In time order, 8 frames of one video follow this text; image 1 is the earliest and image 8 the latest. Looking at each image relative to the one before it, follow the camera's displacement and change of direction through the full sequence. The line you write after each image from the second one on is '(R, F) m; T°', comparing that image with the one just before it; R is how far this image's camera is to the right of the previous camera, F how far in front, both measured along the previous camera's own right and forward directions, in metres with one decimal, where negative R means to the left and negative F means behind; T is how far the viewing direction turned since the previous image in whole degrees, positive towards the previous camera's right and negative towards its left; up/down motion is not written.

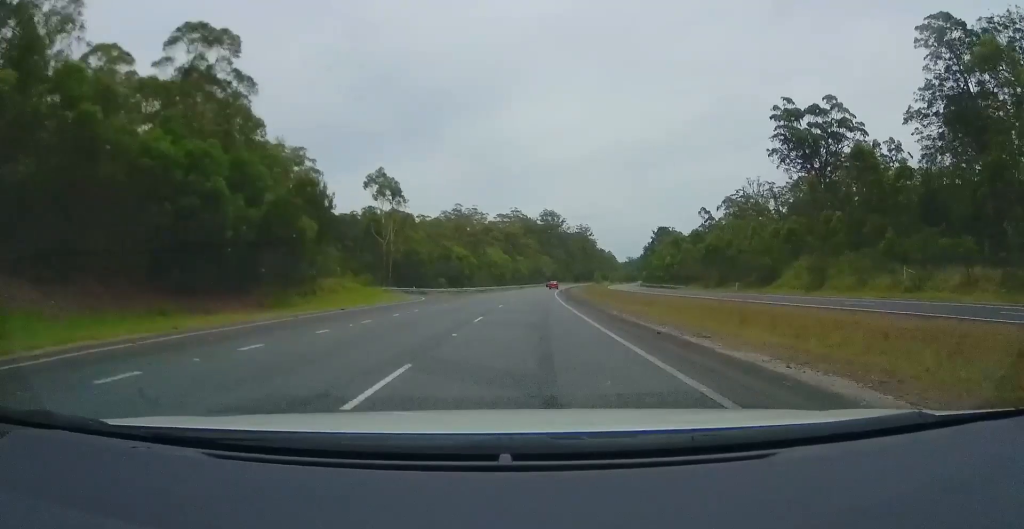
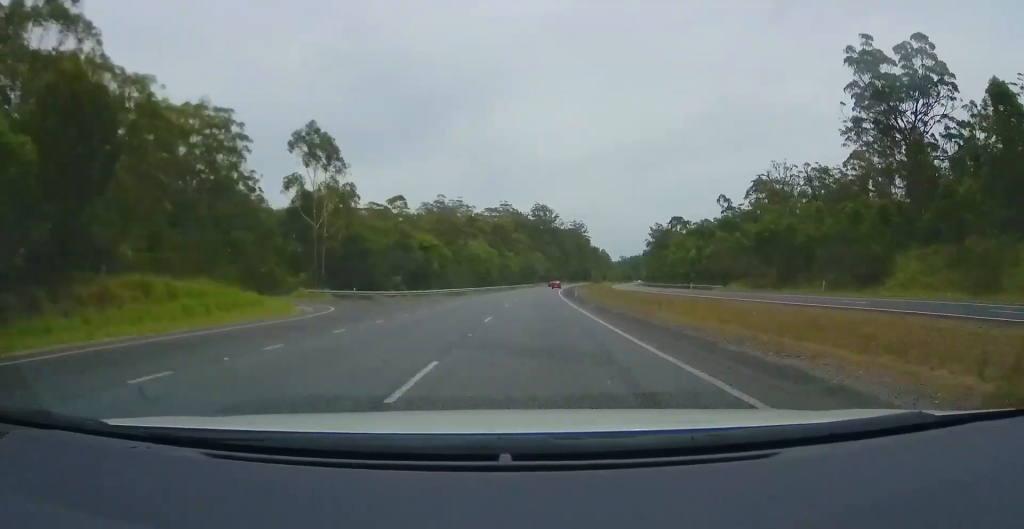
(+0.2, +22.9) m; +1°
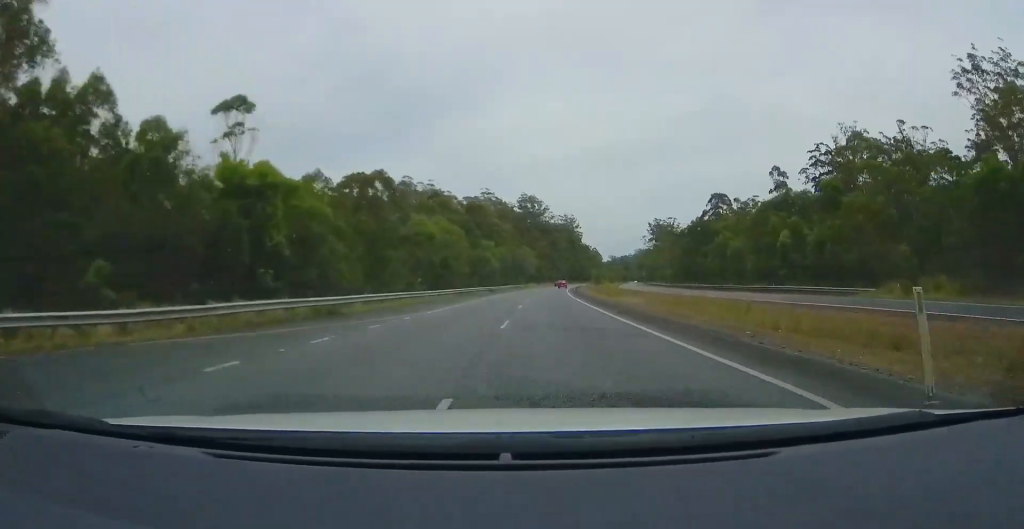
(+0.4, +38.6) m; +1°
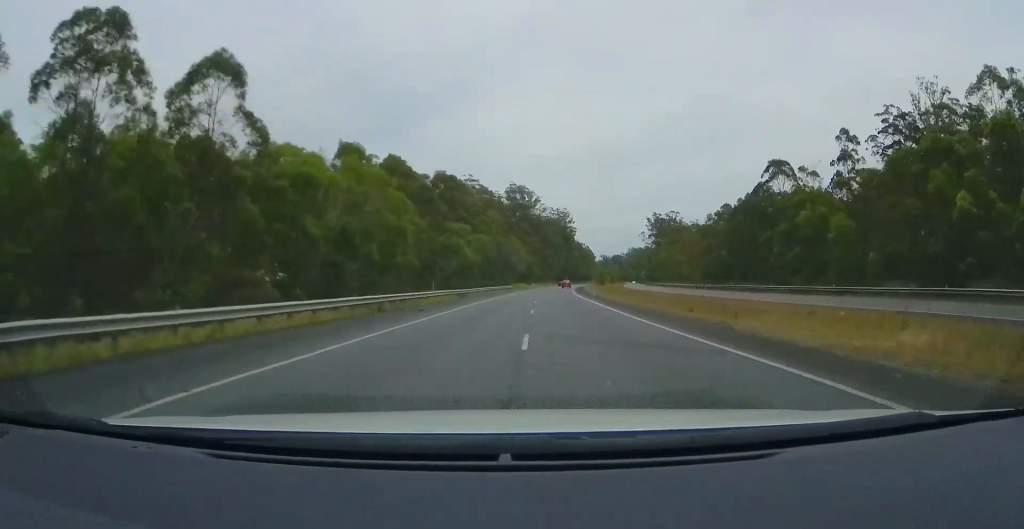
(+0.1, +27.8) m; +1°
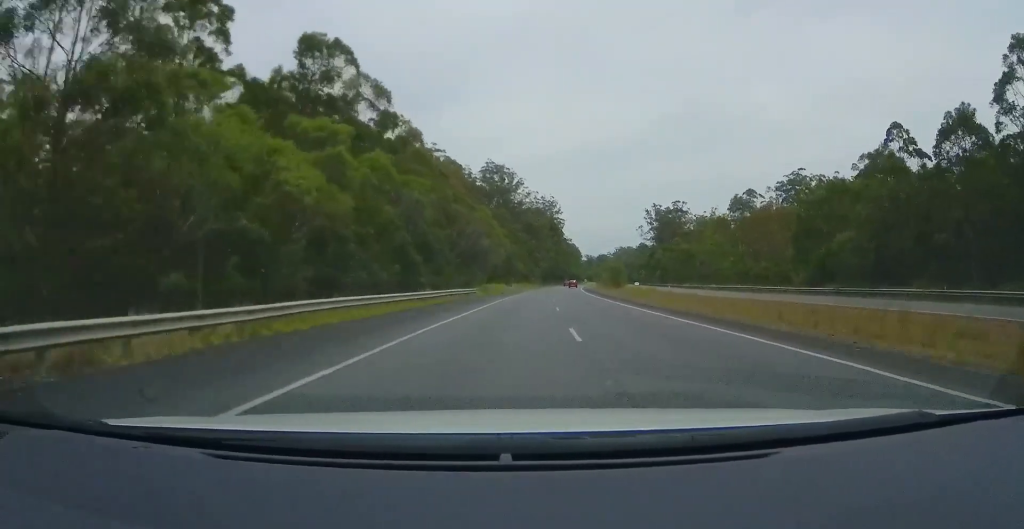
(+1.2, +47.3) m; +3°
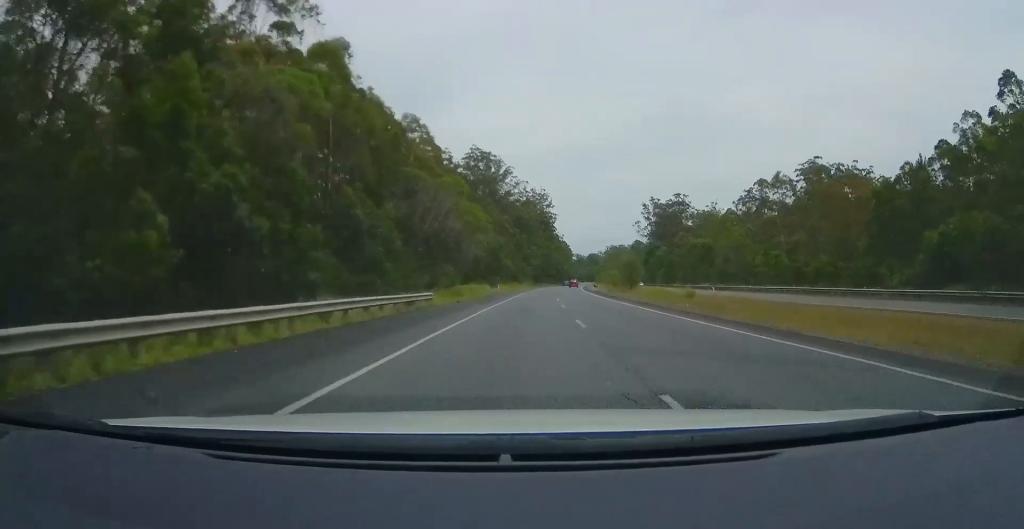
(+0.1, +19.4) m; +2°
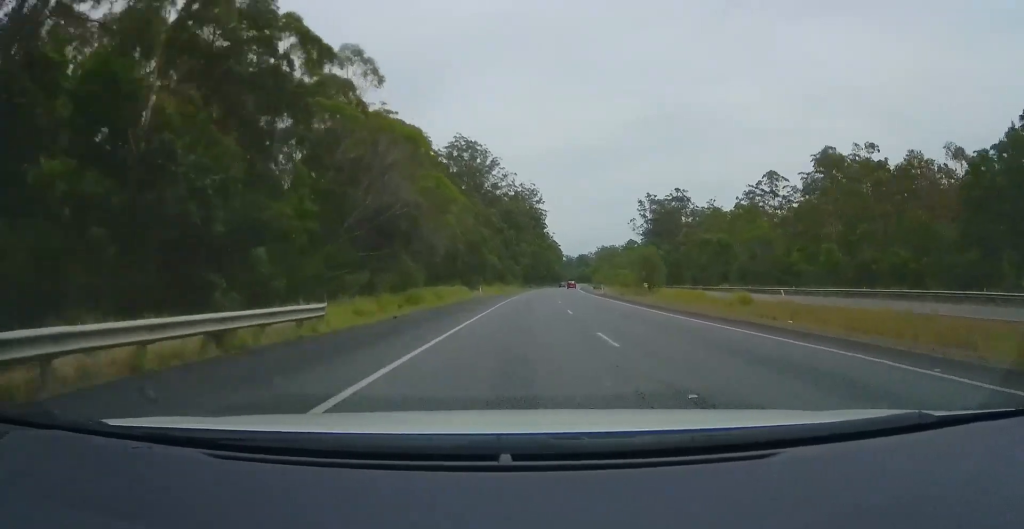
(+0.2, +17.0) m; +2°
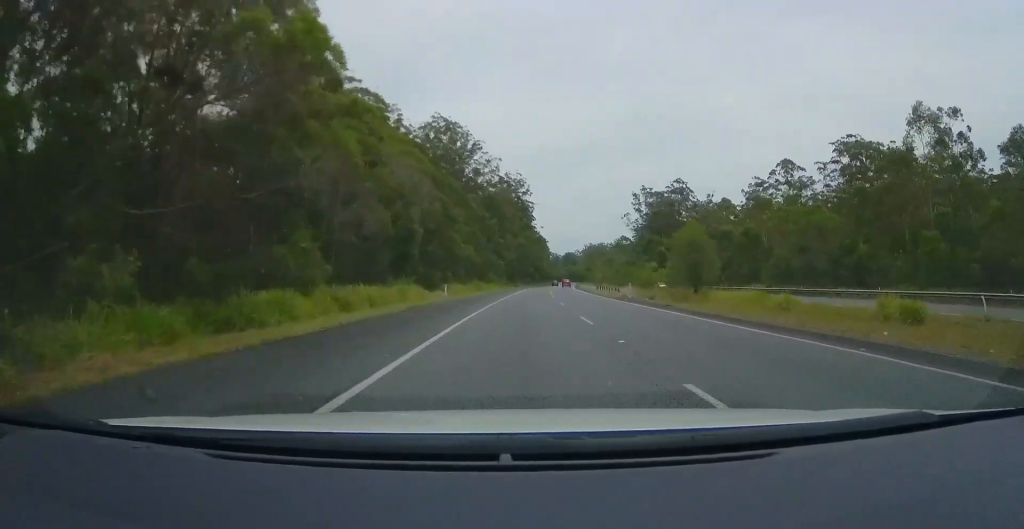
(+0.4, +19.5) m; +3°
